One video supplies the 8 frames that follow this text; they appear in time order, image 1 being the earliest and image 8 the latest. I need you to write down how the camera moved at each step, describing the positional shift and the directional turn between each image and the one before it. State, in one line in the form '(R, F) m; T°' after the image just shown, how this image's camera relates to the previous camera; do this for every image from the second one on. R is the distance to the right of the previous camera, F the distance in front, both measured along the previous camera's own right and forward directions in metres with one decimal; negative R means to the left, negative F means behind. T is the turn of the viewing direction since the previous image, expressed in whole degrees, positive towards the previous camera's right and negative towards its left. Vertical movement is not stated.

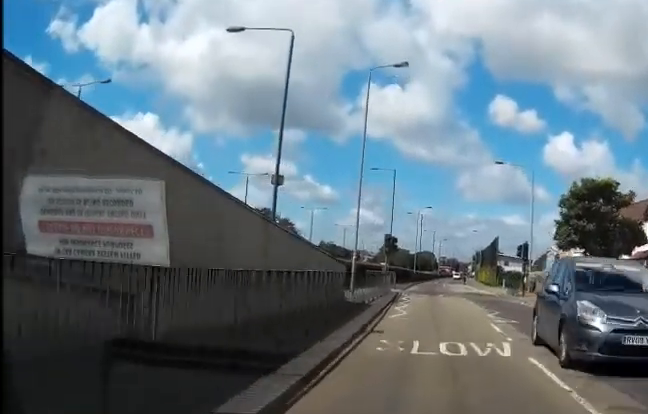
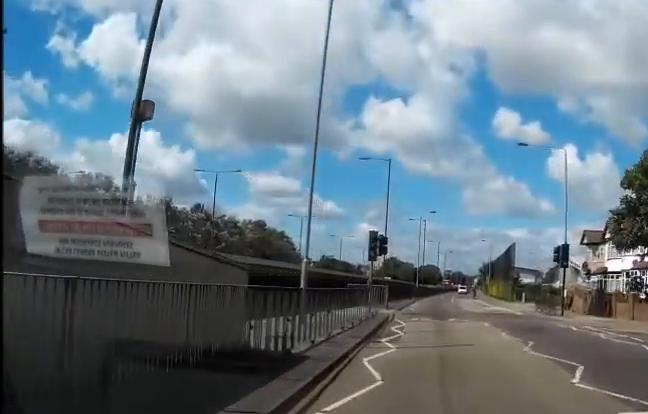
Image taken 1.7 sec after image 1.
(0.0, +12.0) m; 0°
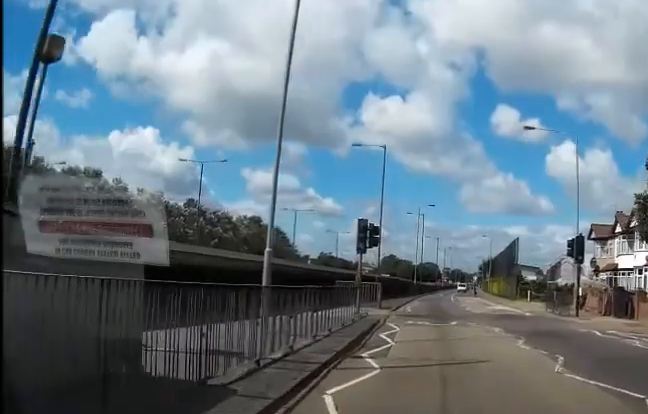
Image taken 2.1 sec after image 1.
(0.0, +2.8) m; 0°
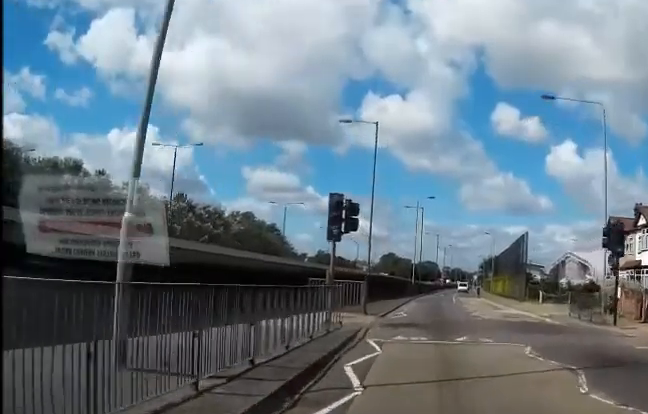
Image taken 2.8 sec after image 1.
(-0.1, +4.8) m; 0°
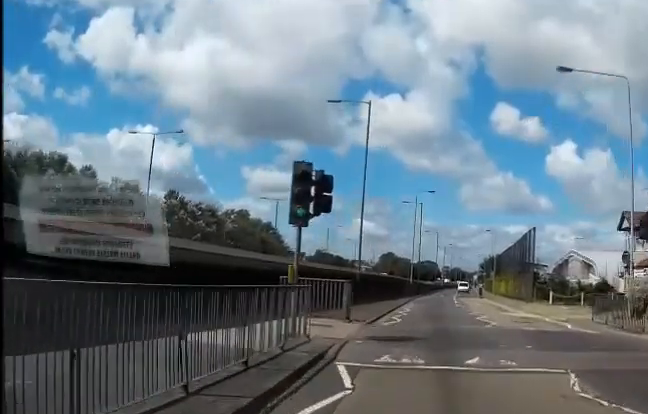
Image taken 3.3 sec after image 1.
(0.0, +3.5) m; 0°
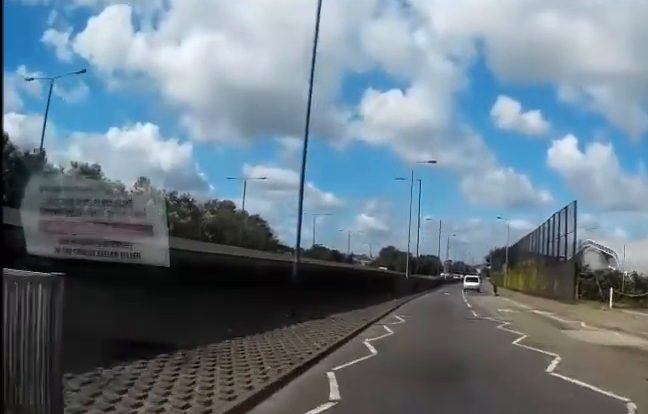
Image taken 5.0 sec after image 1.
(+0.3, +13.0) m; +2°
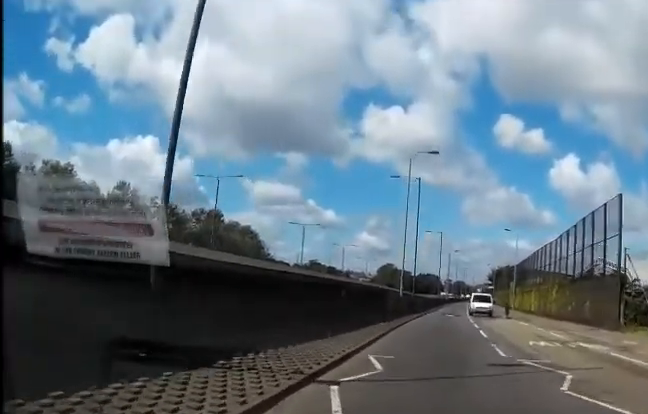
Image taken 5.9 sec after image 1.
(-0.1, +8.7) m; -1°
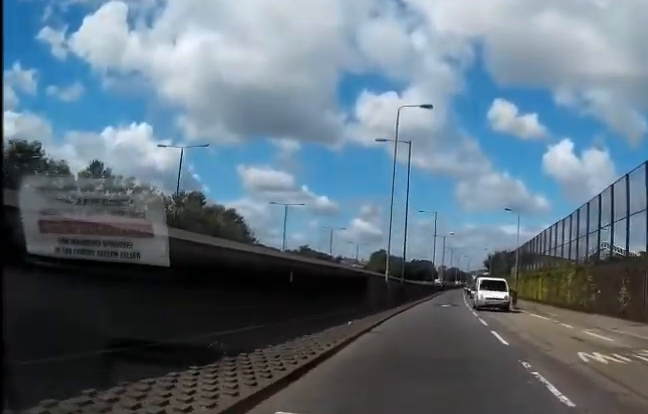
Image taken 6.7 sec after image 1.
(0.0, +7.1) m; 0°
